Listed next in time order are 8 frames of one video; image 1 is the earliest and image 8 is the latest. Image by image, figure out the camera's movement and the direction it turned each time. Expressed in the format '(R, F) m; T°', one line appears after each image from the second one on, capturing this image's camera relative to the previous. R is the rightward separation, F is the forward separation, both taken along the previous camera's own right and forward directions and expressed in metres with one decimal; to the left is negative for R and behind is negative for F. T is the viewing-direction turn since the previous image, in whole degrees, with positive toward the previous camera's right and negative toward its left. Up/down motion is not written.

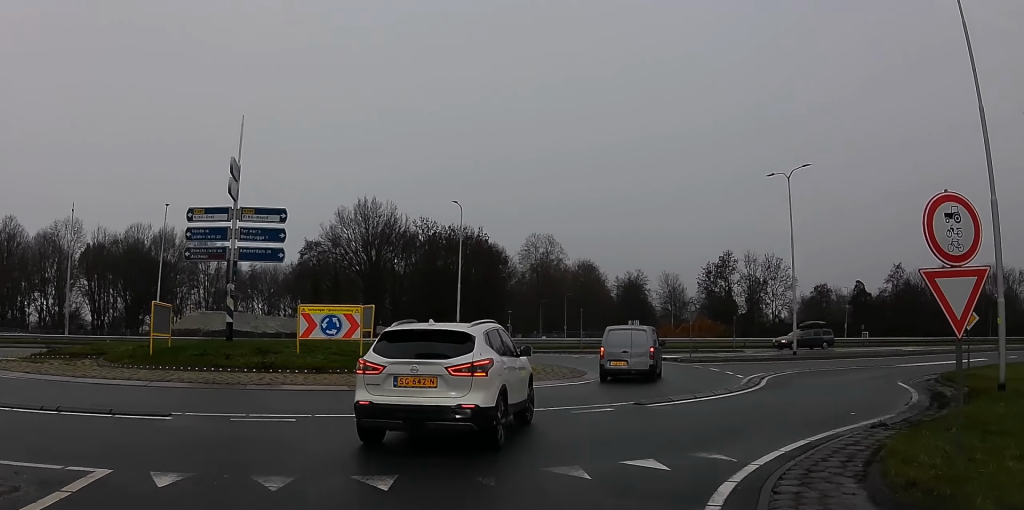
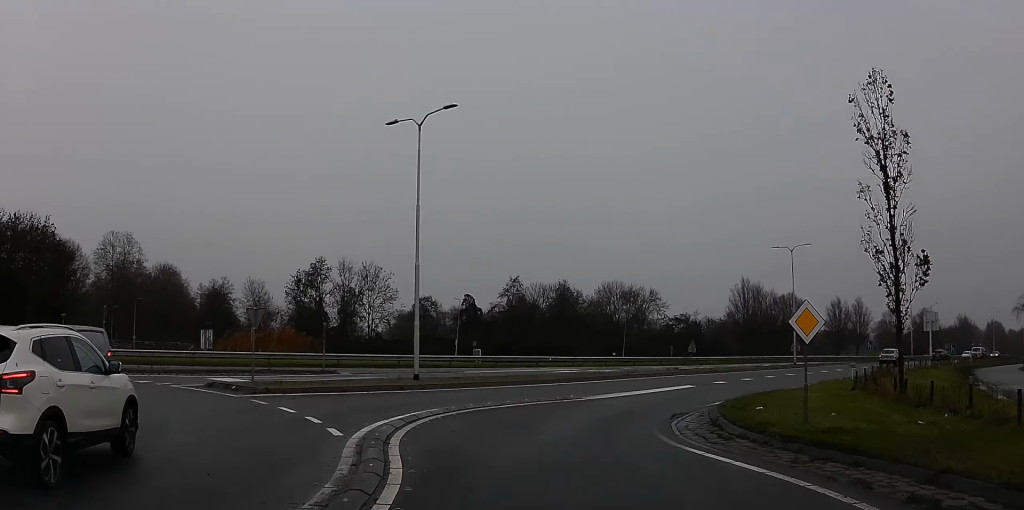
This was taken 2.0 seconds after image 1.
(+2.2, +12.7) m; +21°
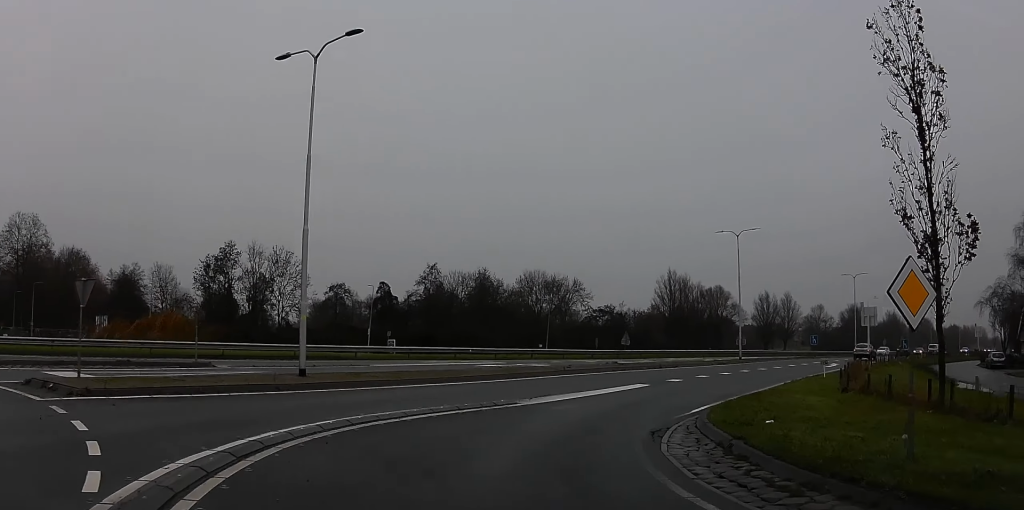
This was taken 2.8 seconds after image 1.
(+1.1, +5.5) m; +10°
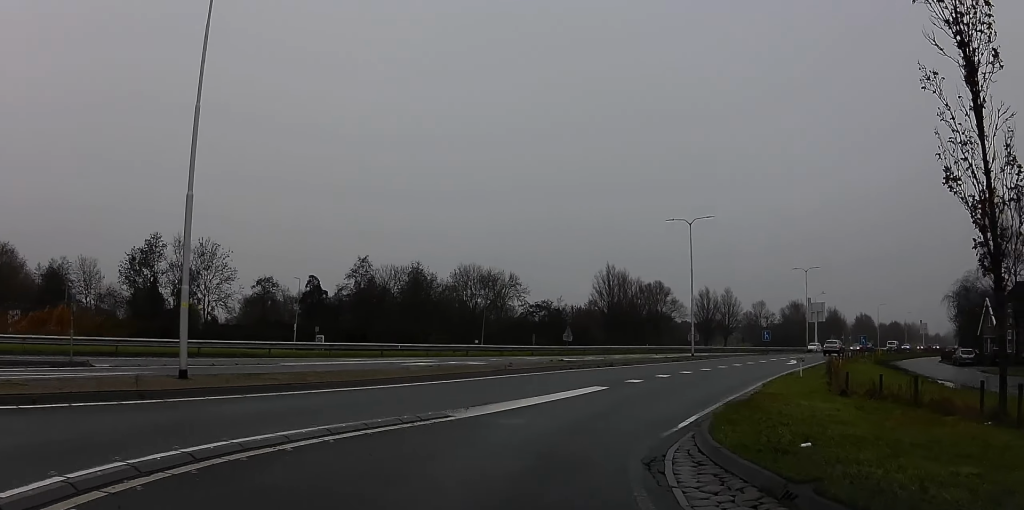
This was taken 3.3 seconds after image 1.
(+0.4, +4.3) m; +7°
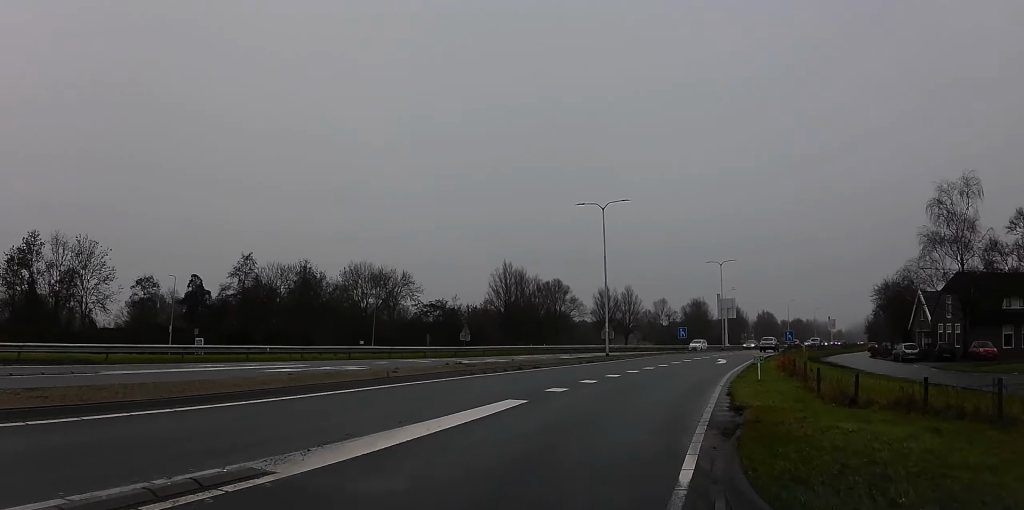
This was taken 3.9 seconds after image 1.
(-0.1, +5.9) m; +8°
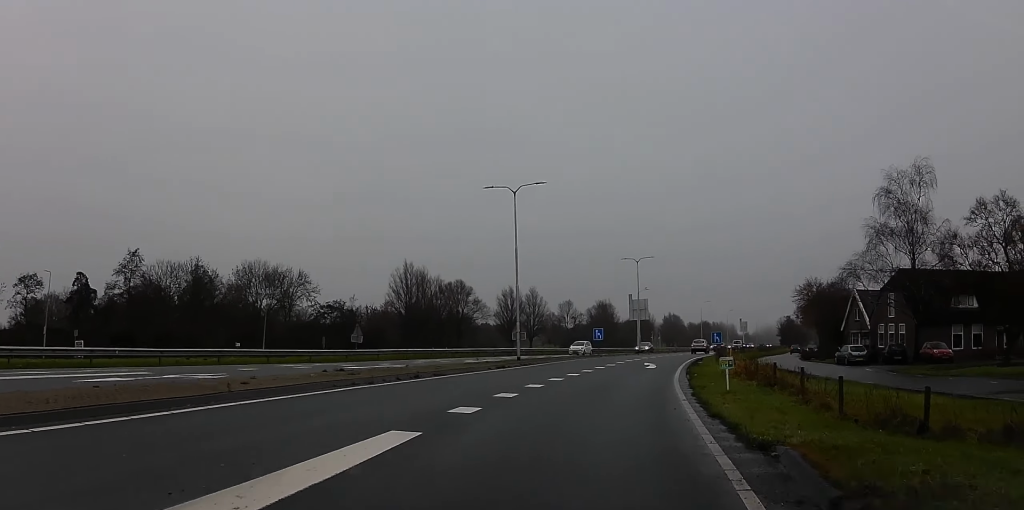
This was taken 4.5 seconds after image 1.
(+0.6, +5.8) m; +10°
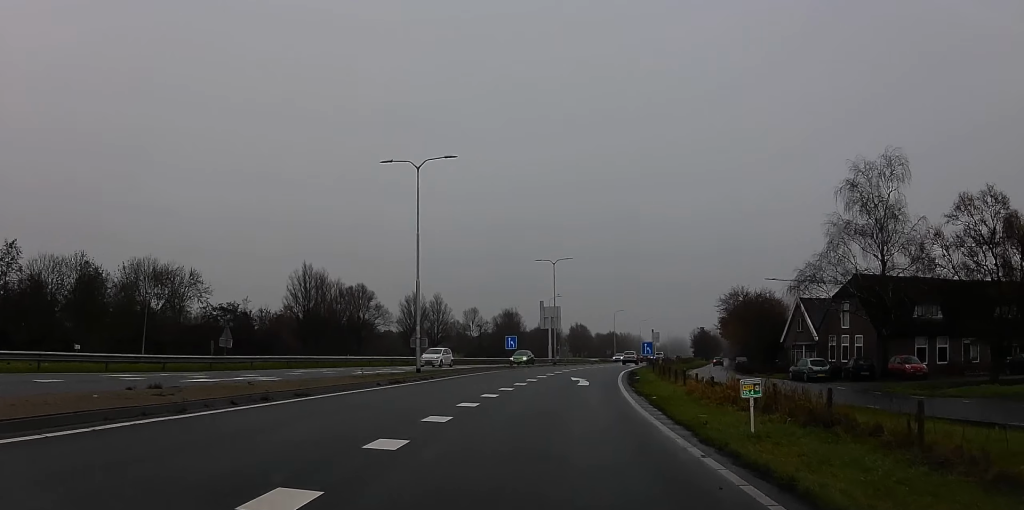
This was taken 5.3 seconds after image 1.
(+0.9, +8.0) m; +12°
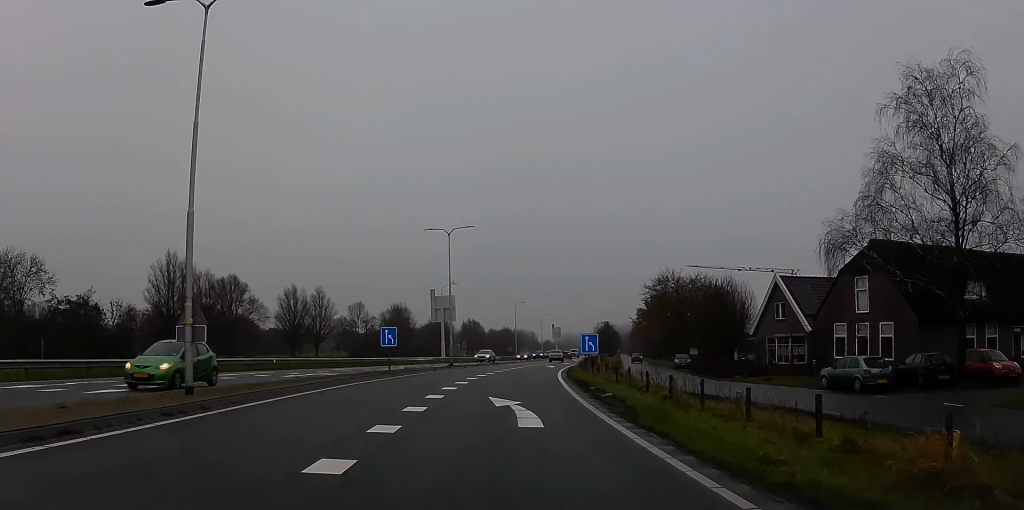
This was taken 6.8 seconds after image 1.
(+1.1, +18.3) m; +1°
